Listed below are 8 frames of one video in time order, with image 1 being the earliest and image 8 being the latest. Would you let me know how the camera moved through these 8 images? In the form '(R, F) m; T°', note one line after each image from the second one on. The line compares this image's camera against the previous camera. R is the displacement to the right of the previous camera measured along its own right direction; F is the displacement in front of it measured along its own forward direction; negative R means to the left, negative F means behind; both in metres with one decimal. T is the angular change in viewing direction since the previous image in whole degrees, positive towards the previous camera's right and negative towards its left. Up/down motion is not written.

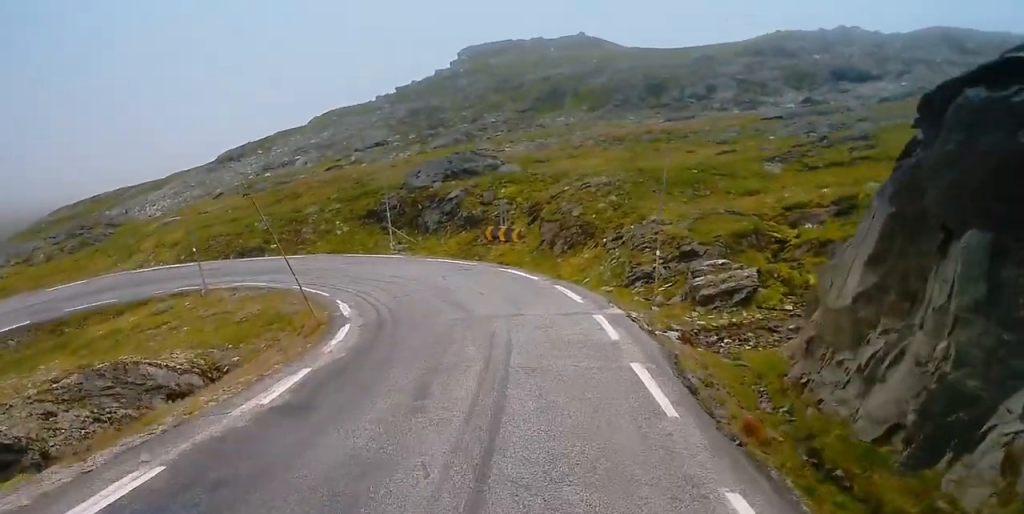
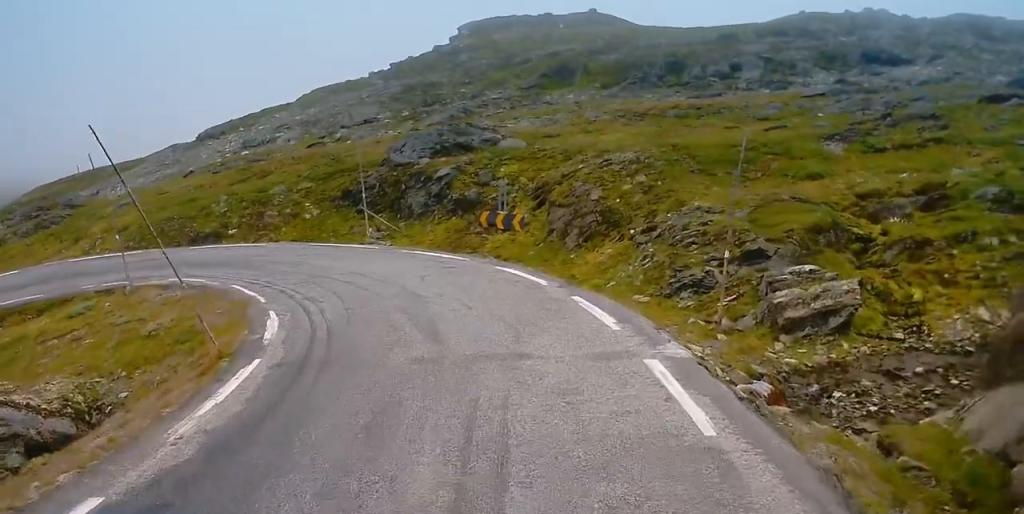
(0.0, +7.1) m; 0°
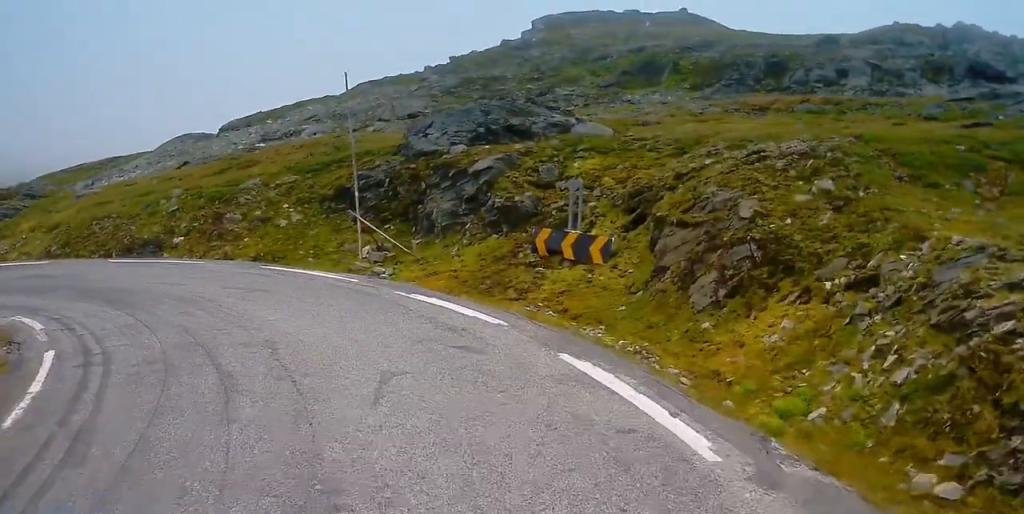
(0.0, +11.9) m; 0°
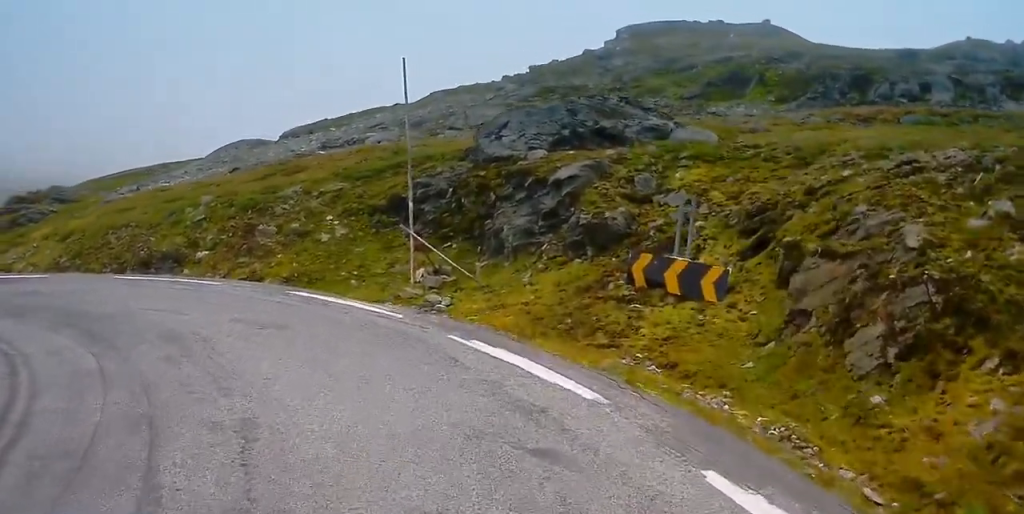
(0.0, +3.7) m; -7°
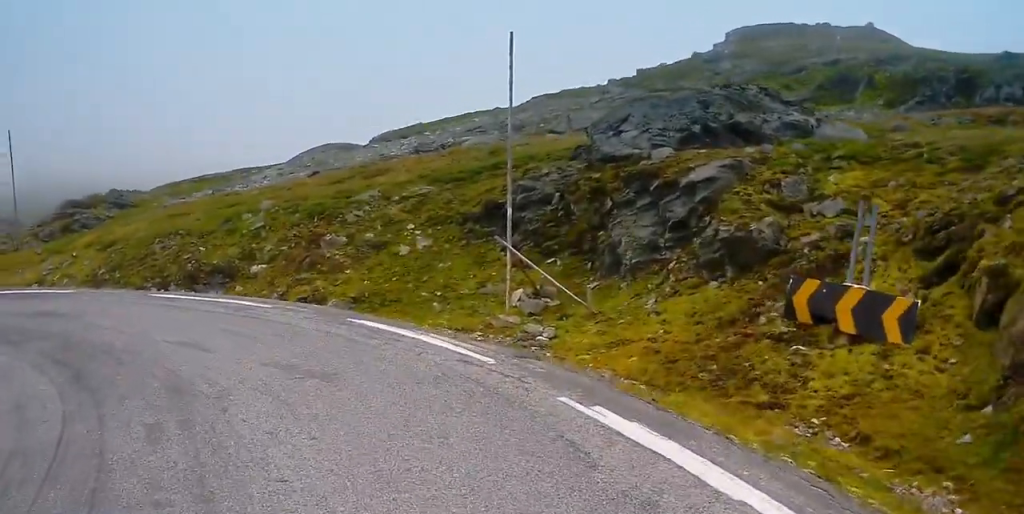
(-0.1, +3.3) m; -10°
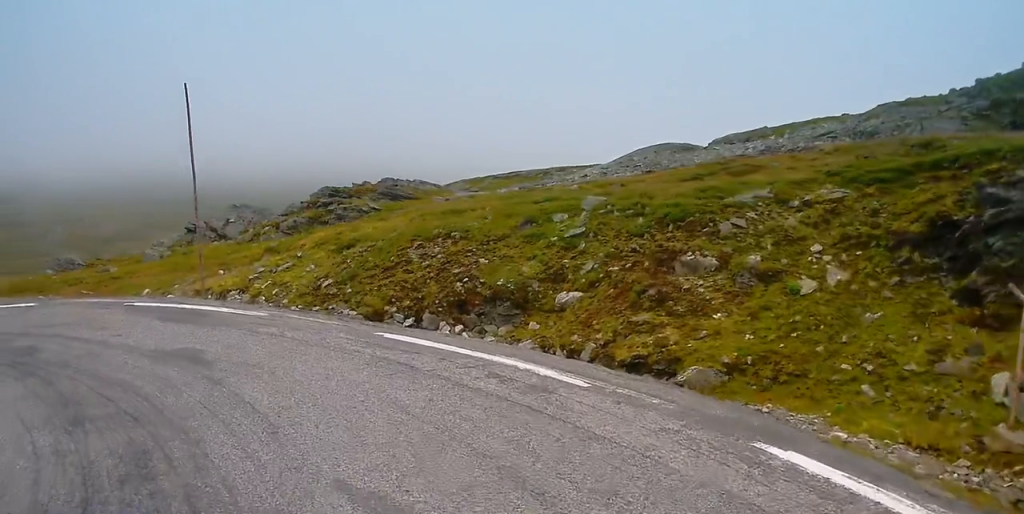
(-2.0, +6.7) m; -34°
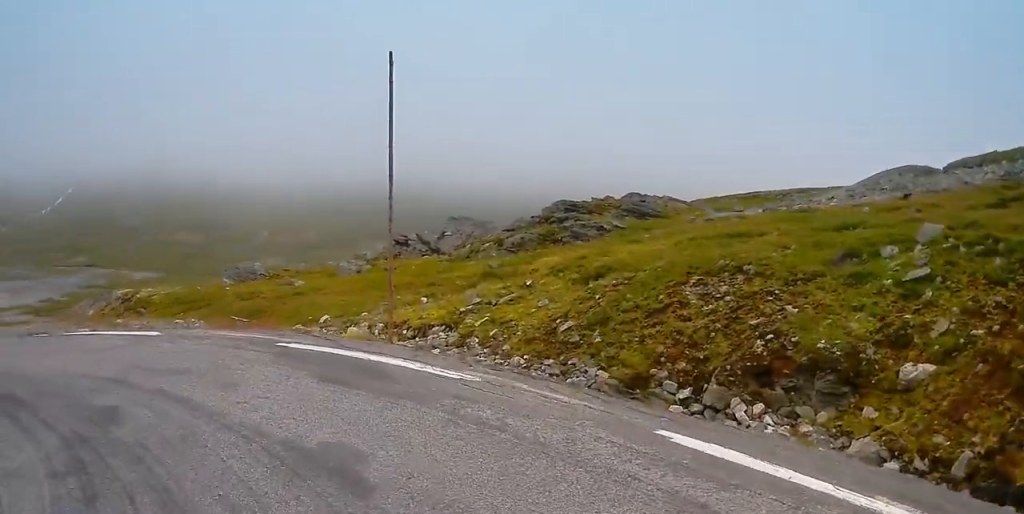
(-1.0, +4.4) m; -18°
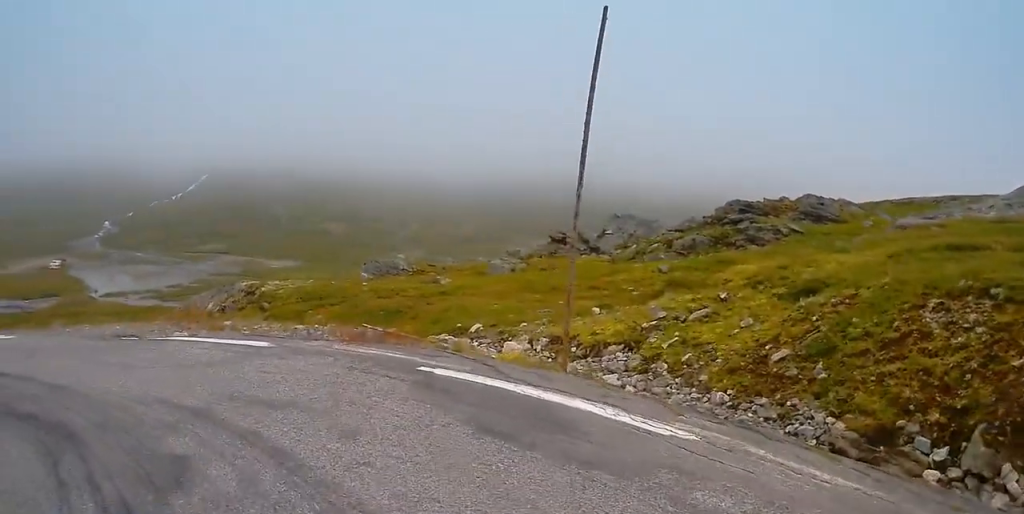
(-0.3, +2.8) m; -10°
